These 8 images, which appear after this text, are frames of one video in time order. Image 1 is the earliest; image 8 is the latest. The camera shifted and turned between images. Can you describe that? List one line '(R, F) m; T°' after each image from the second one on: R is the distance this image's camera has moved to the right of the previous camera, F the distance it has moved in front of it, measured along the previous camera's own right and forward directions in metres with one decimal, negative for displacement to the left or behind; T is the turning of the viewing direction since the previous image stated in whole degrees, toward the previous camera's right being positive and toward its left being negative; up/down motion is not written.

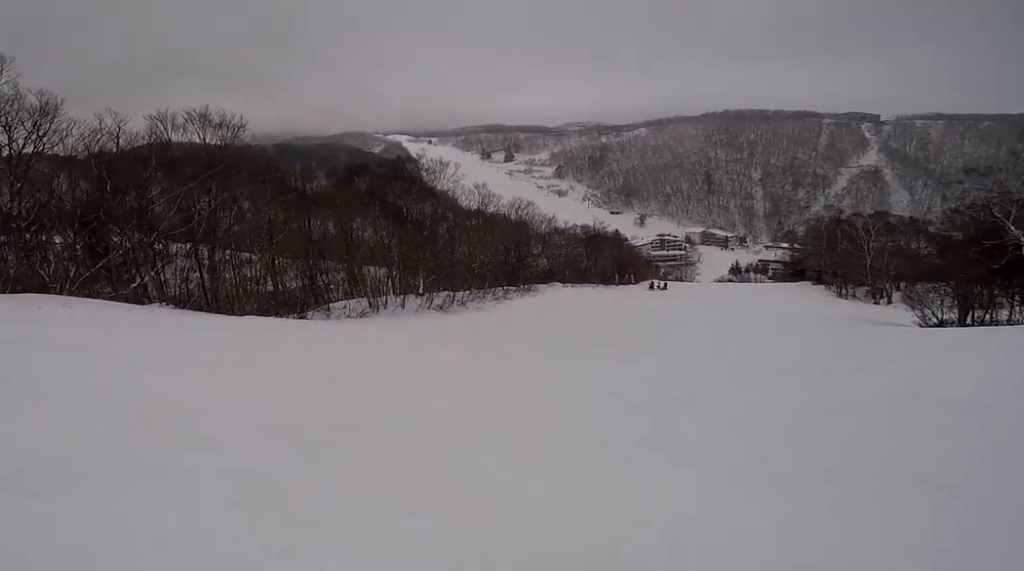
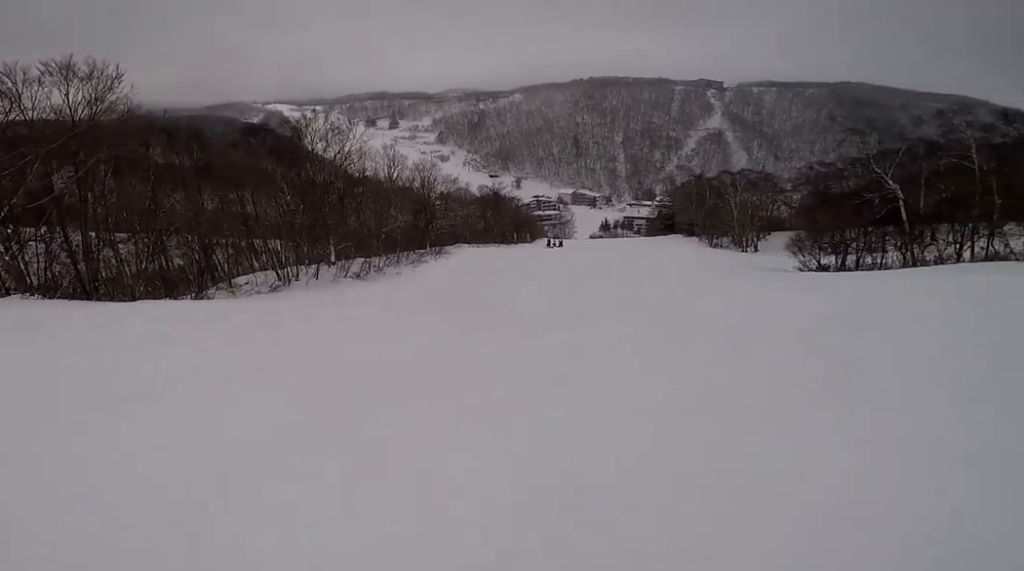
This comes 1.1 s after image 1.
(+0.8, +4.1) m; +42°
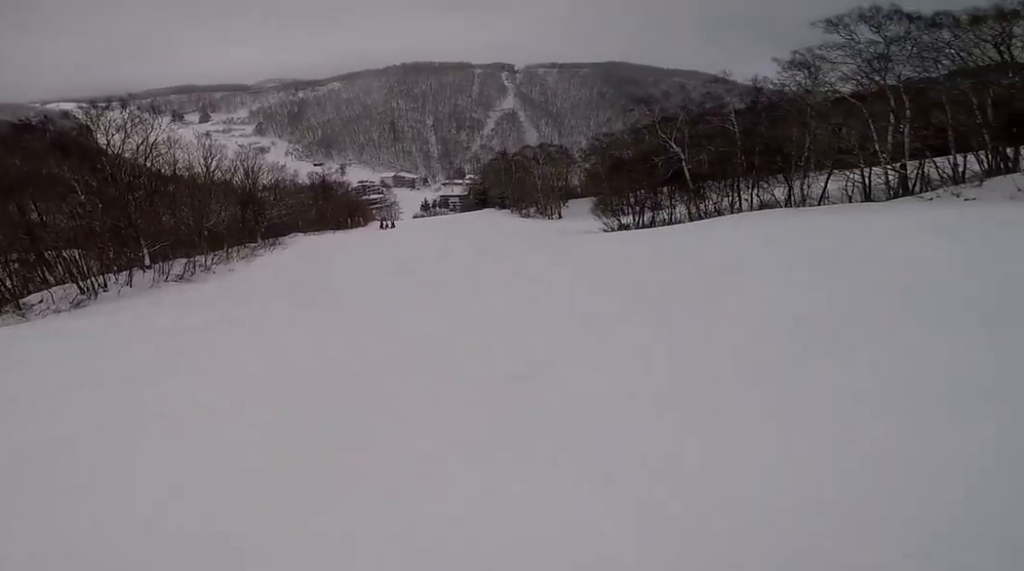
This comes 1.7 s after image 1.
(+0.9, +2.7) m; +27°
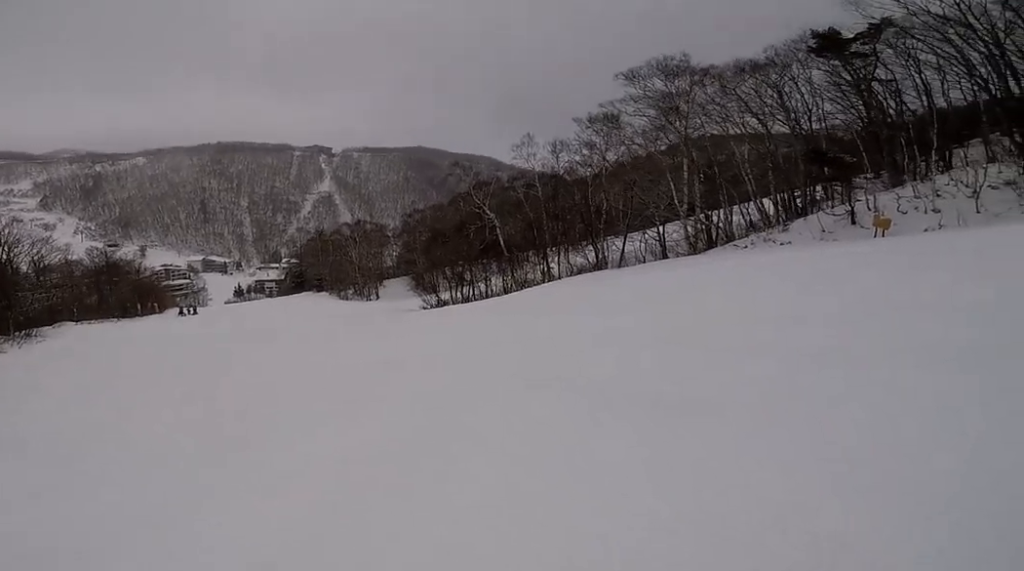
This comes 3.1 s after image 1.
(+2.1, +6.7) m; +36°
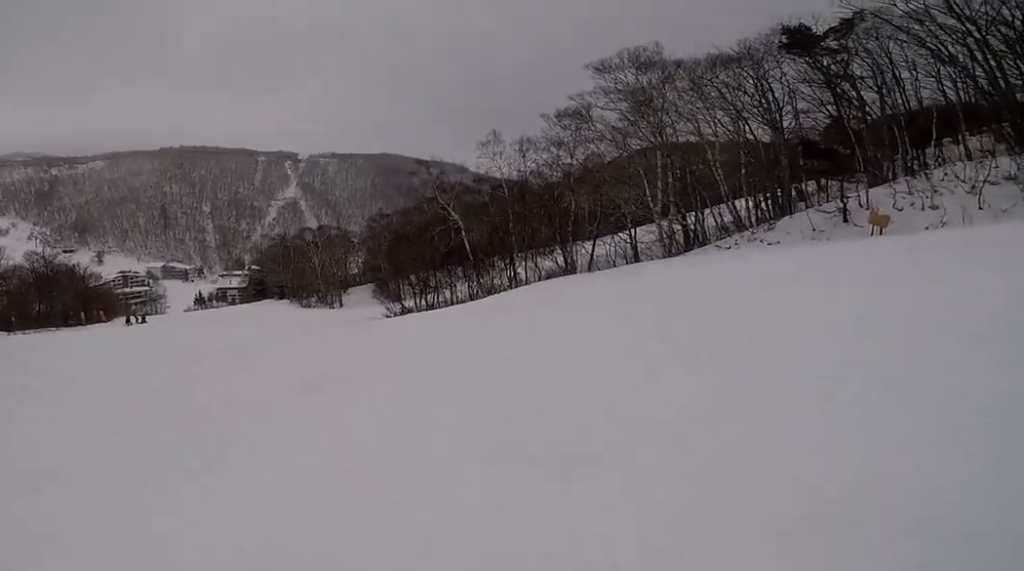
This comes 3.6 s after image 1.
(+0.1, +3.0) m; +17°
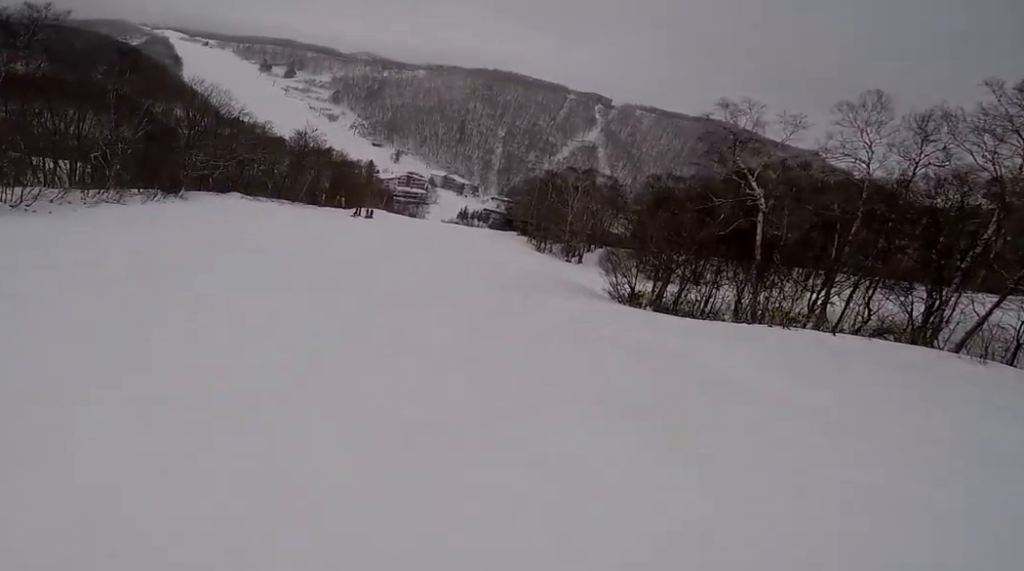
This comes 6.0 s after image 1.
(-3.2, +9.1) m; -60°
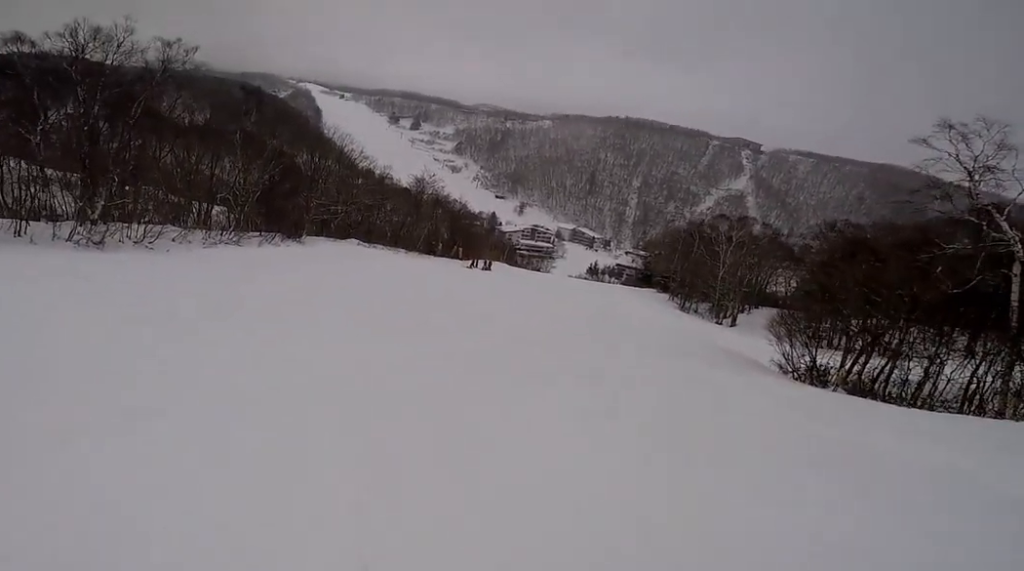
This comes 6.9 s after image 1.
(-0.6, +4.3) m; -16°
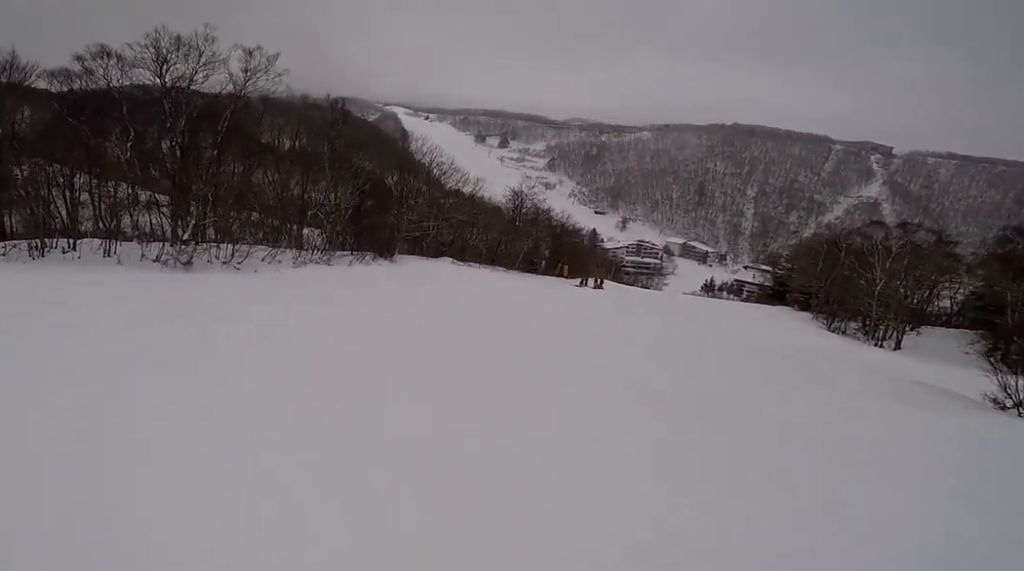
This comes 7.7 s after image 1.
(-0.5, +4.3) m; -12°
